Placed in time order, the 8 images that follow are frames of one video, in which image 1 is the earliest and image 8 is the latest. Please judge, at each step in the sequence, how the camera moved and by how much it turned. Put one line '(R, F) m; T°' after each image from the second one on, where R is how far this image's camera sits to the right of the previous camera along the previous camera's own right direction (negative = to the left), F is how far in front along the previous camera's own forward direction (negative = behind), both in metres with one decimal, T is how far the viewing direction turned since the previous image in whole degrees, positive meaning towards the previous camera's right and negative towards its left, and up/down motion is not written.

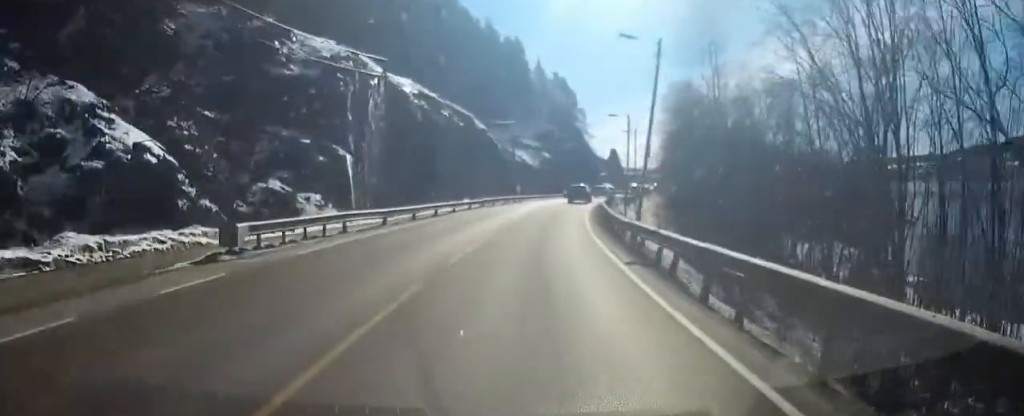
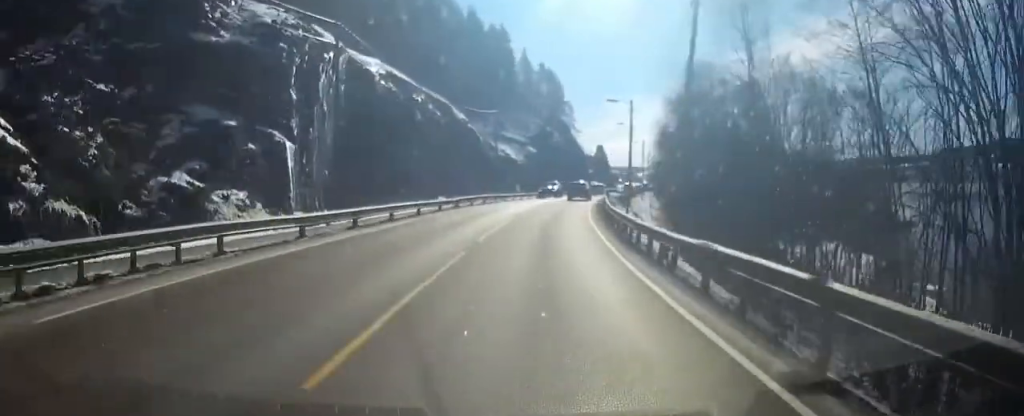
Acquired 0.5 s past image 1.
(+0.1, +7.9) m; +1°
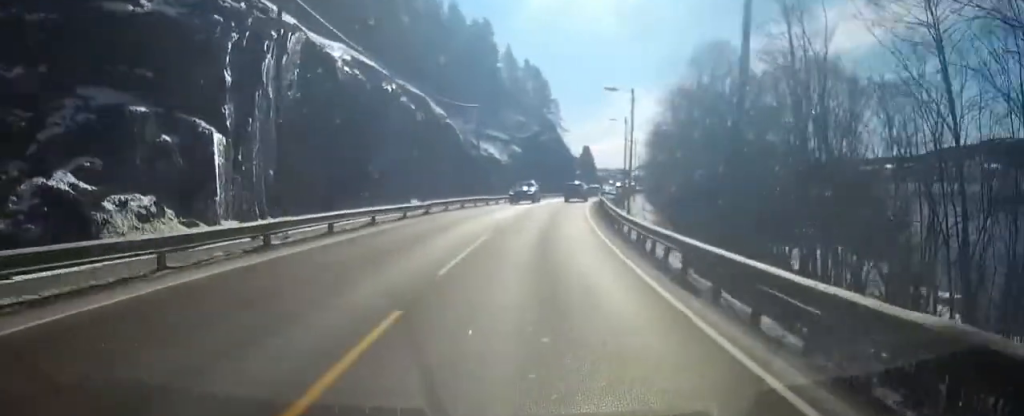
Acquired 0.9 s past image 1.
(0.0, +6.3) m; +1°
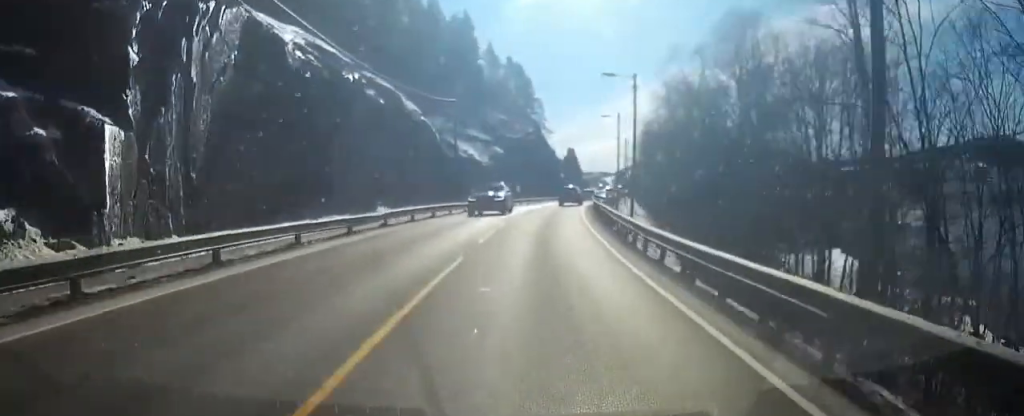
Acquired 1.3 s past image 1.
(+0.1, +6.3) m; +1°
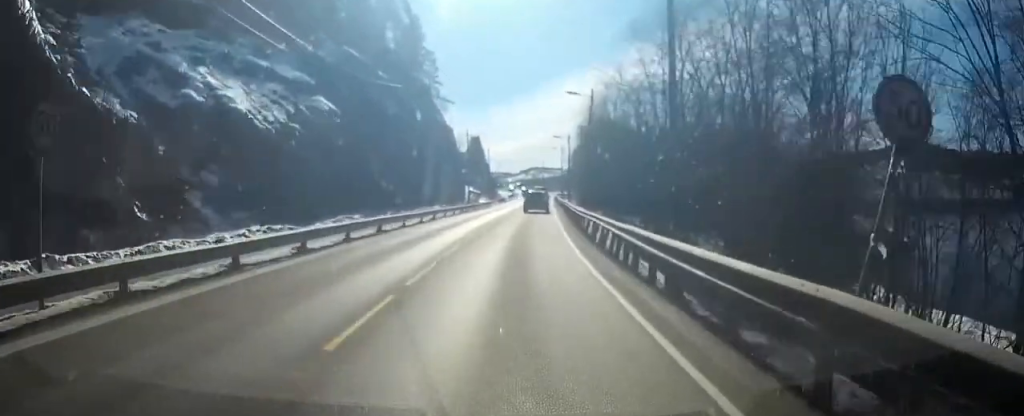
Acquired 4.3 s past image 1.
(+4.2, +45.8) m; +10°
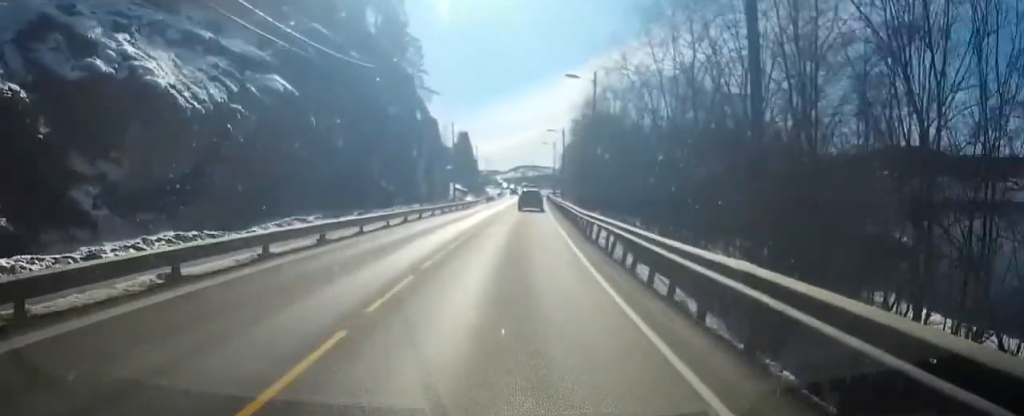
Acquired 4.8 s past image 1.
(0.0, +6.3) m; +1°
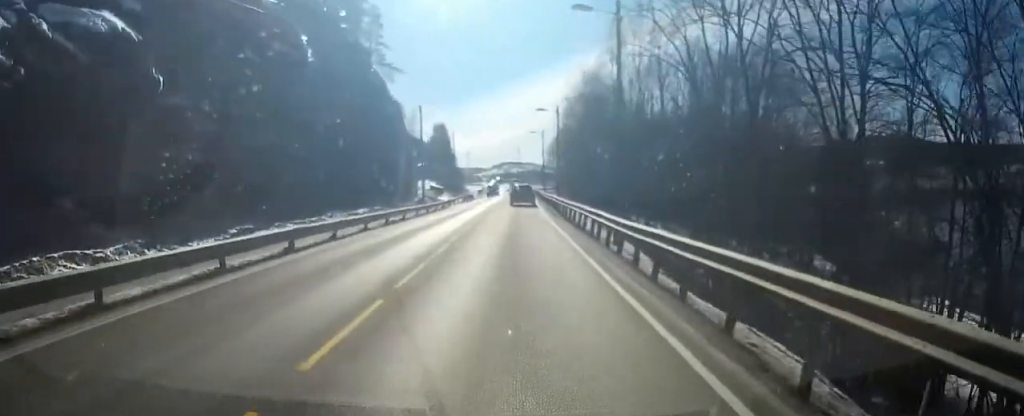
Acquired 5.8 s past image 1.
(+0.2, +14.4) m; +2°
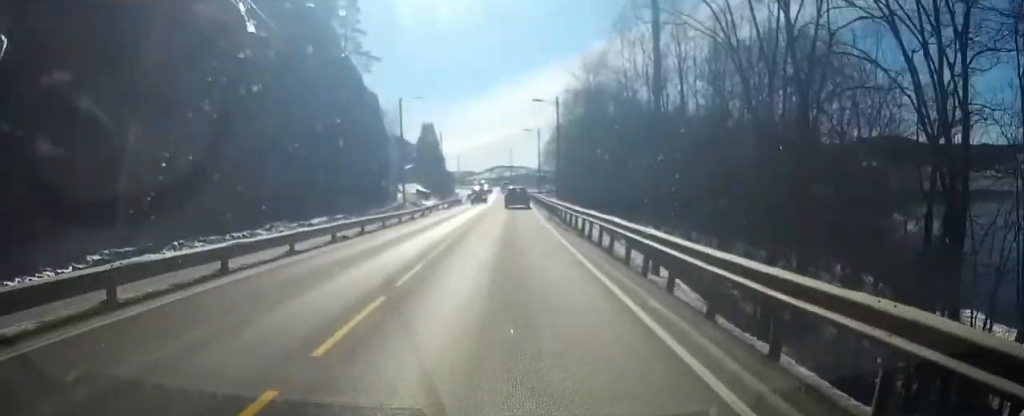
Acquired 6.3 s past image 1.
(+0.2, +7.6) m; 0°
